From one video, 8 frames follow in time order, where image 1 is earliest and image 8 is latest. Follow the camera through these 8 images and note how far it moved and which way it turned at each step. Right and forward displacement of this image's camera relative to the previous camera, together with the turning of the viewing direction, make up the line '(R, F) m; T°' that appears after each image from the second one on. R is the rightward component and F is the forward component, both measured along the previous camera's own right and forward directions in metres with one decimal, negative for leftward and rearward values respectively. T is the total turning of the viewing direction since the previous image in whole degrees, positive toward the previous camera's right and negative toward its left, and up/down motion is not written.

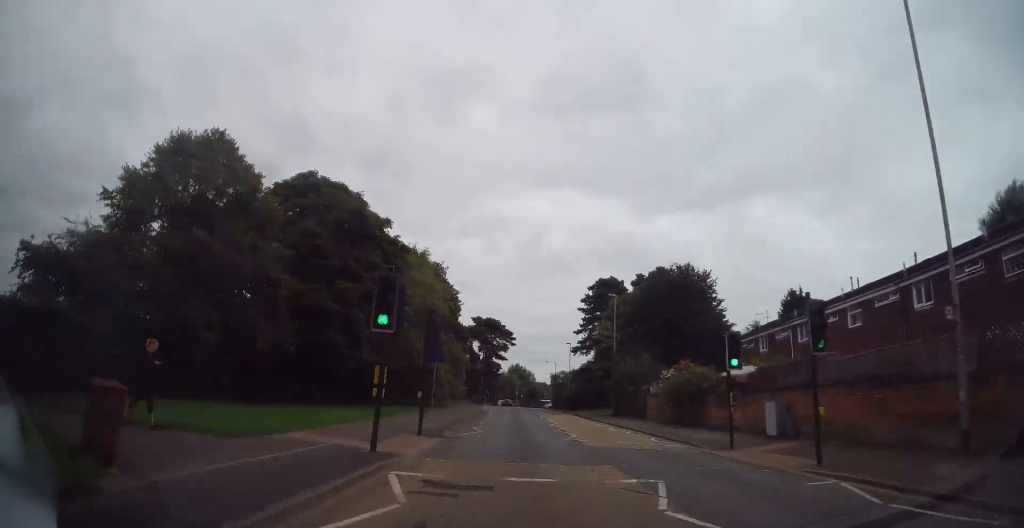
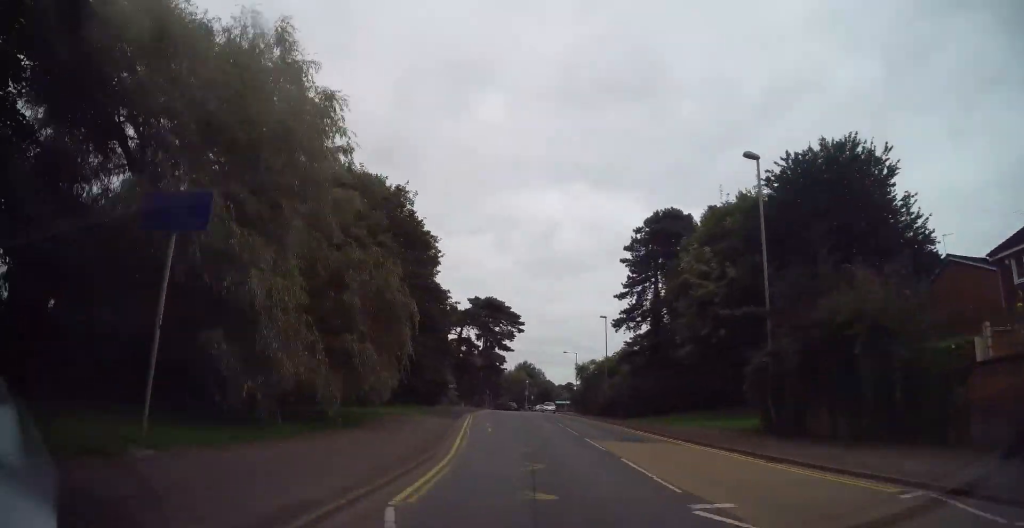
(-0.3, +27.3) m; 0°
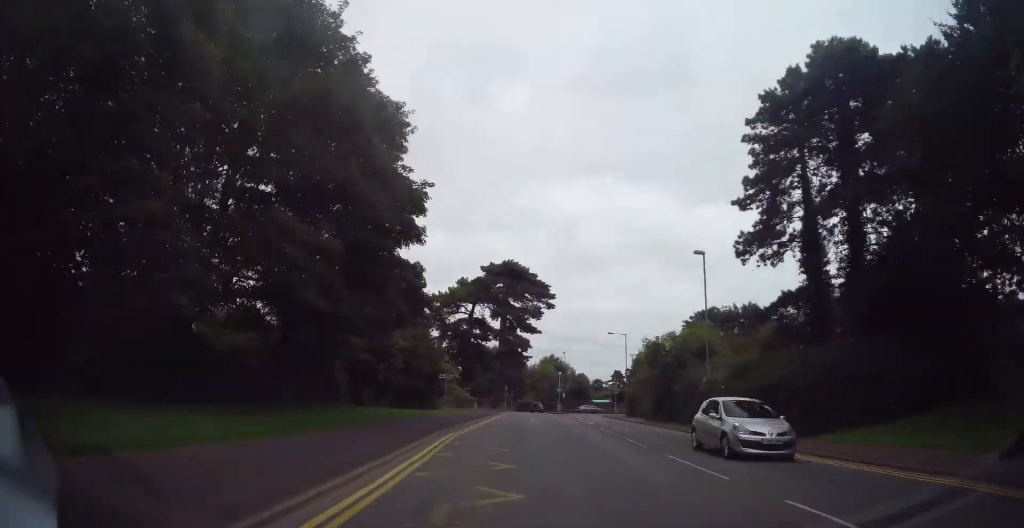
(+0.1, +23.7) m; 0°
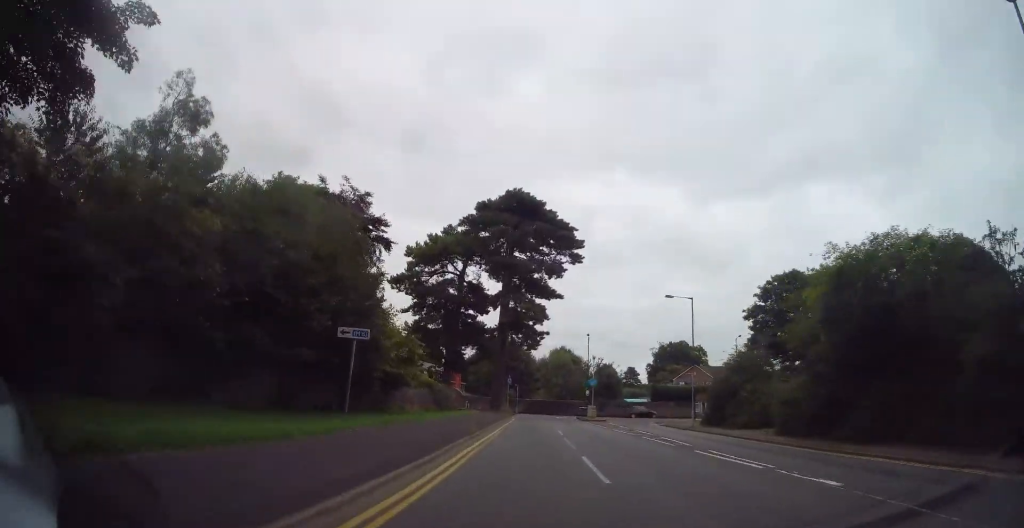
(-0.1, +21.5) m; 0°
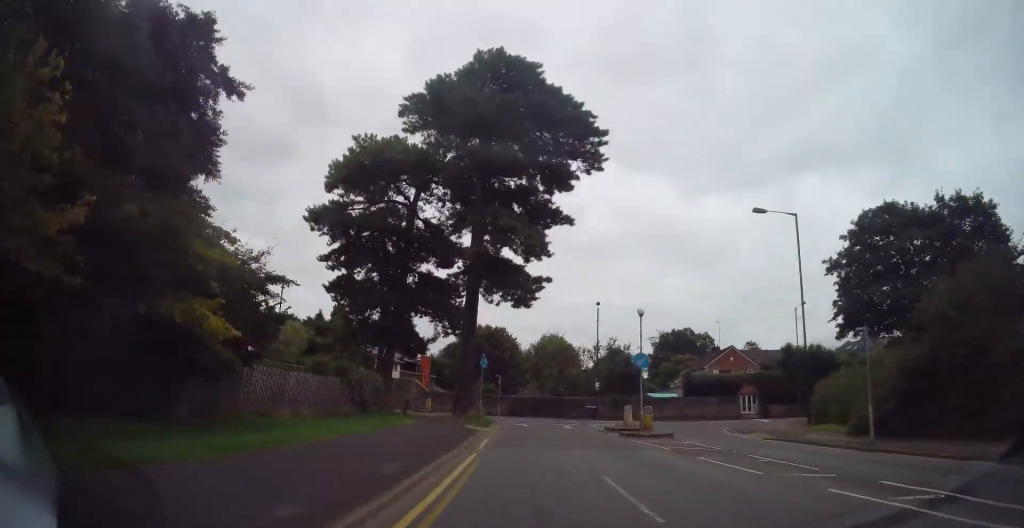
(0.0, +15.6) m; 0°
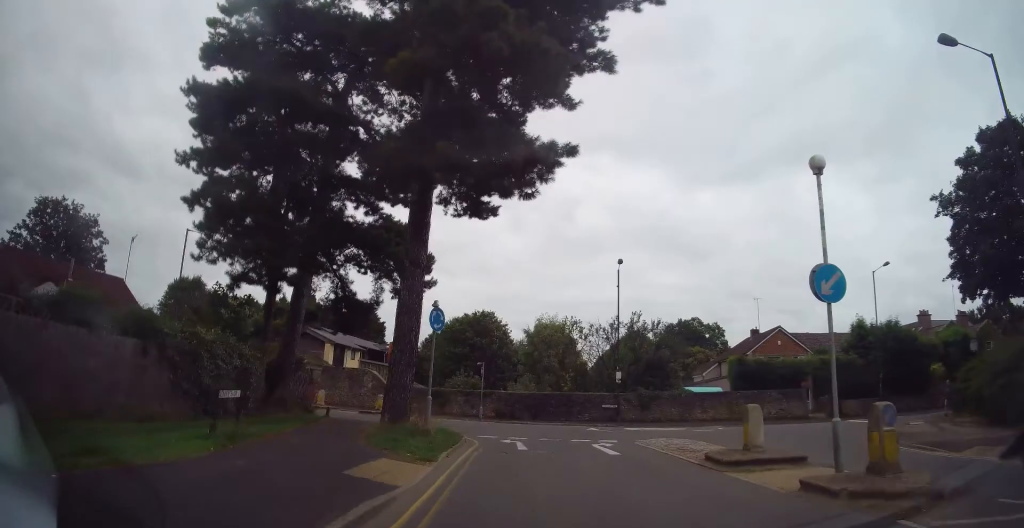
(0.0, +10.9) m; -1°
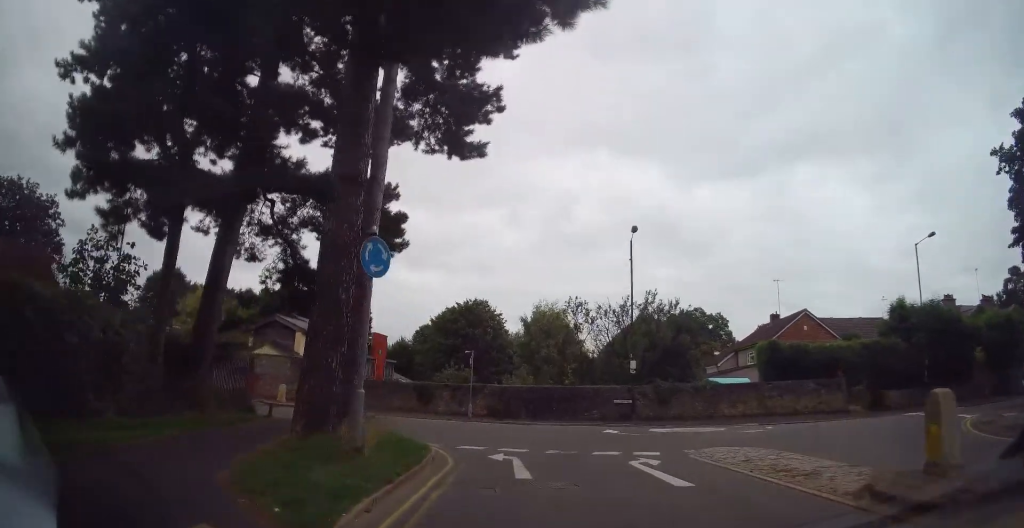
(0.0, +5.6) m; -1°
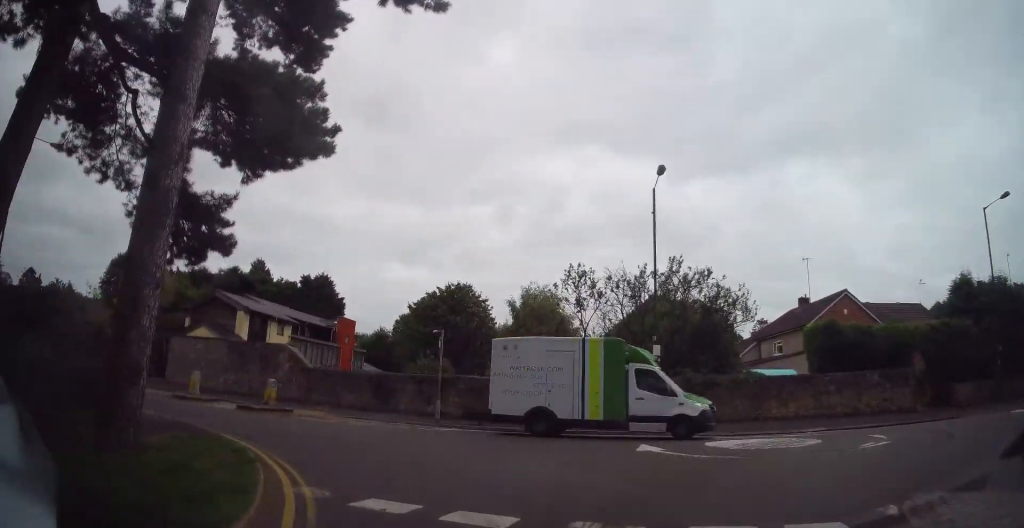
(-0.3, +7.9) m; -7°
